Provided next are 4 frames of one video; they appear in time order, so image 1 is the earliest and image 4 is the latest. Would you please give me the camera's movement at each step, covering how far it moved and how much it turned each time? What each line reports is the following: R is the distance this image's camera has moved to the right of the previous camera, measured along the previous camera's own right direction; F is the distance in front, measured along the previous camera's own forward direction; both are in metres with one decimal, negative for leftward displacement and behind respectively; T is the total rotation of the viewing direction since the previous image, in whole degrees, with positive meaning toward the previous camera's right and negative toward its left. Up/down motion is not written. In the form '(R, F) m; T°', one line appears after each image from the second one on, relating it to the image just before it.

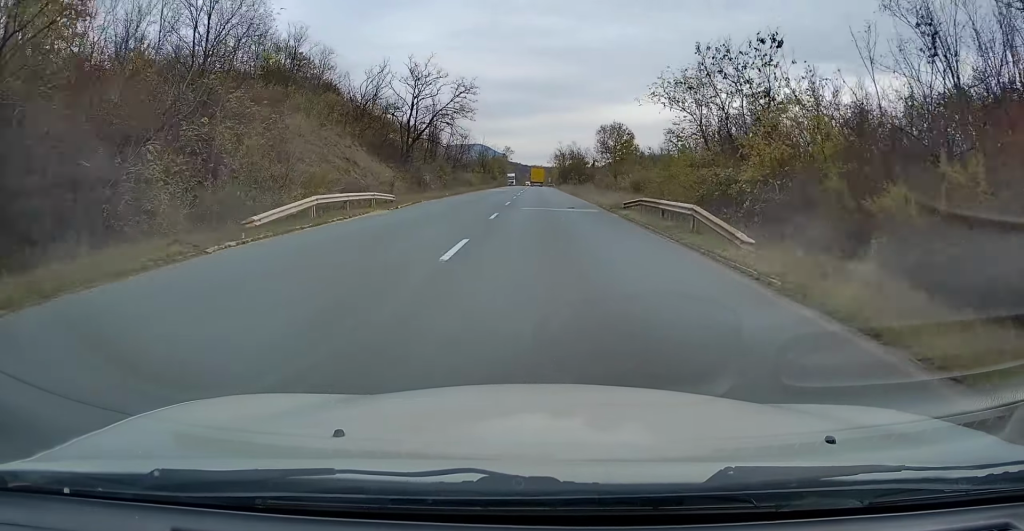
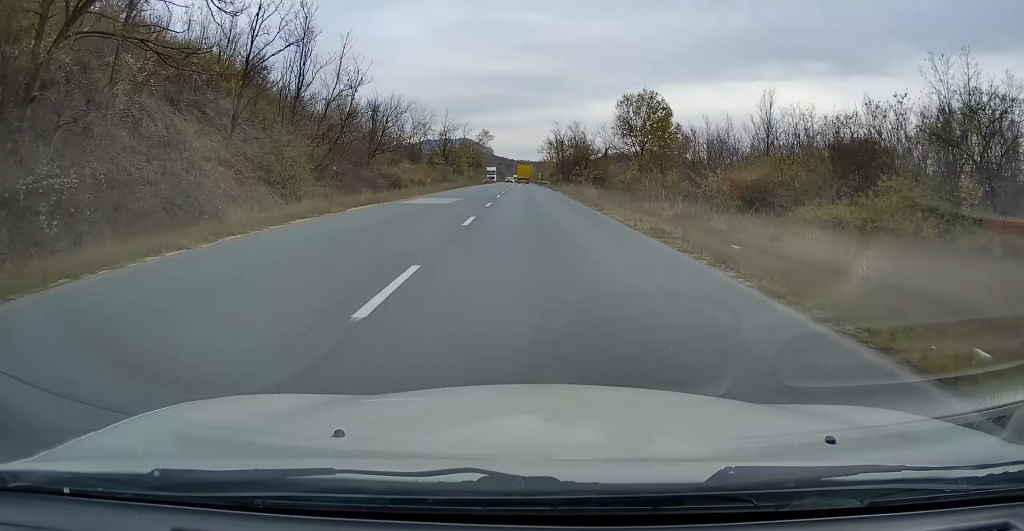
(+0.7, +43.1) m; +1°
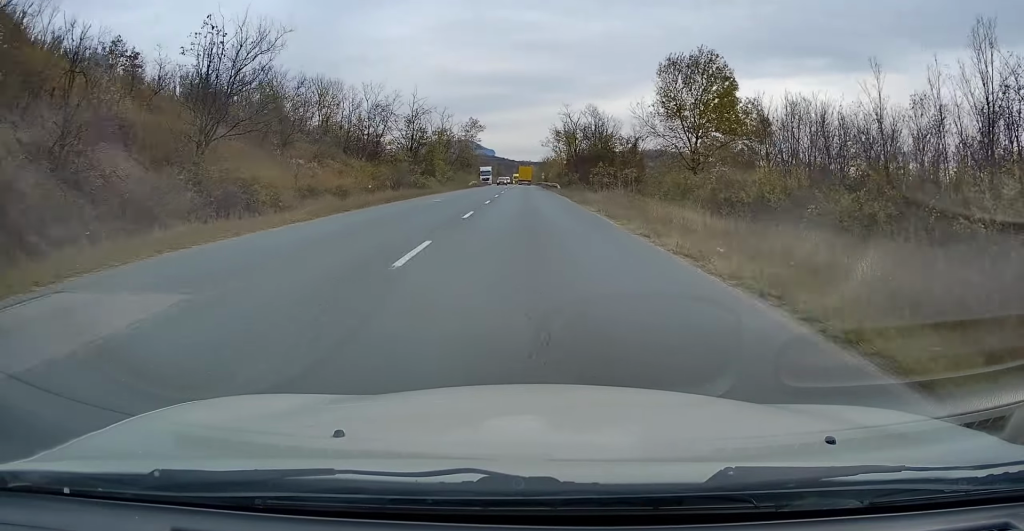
(0.0, +26.6) m; 0°
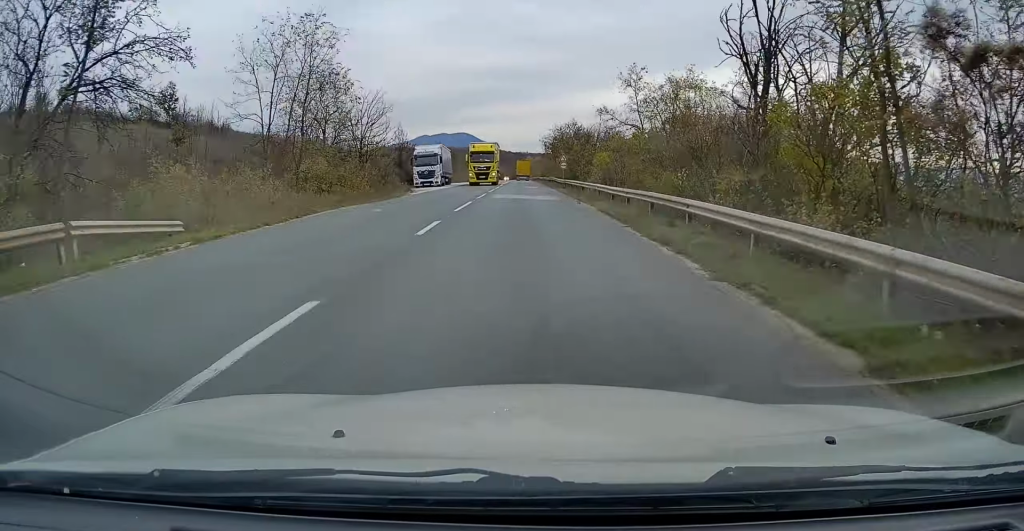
(-0.6, +83.9) m; 0°
